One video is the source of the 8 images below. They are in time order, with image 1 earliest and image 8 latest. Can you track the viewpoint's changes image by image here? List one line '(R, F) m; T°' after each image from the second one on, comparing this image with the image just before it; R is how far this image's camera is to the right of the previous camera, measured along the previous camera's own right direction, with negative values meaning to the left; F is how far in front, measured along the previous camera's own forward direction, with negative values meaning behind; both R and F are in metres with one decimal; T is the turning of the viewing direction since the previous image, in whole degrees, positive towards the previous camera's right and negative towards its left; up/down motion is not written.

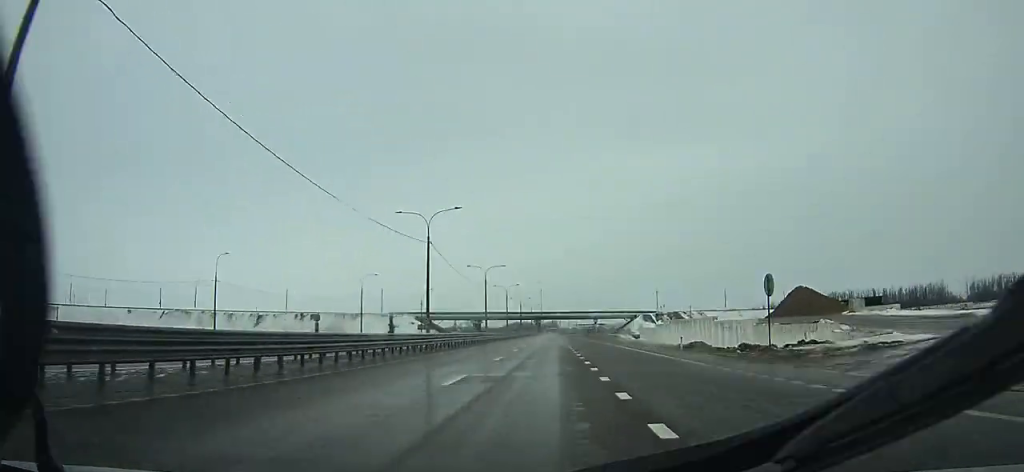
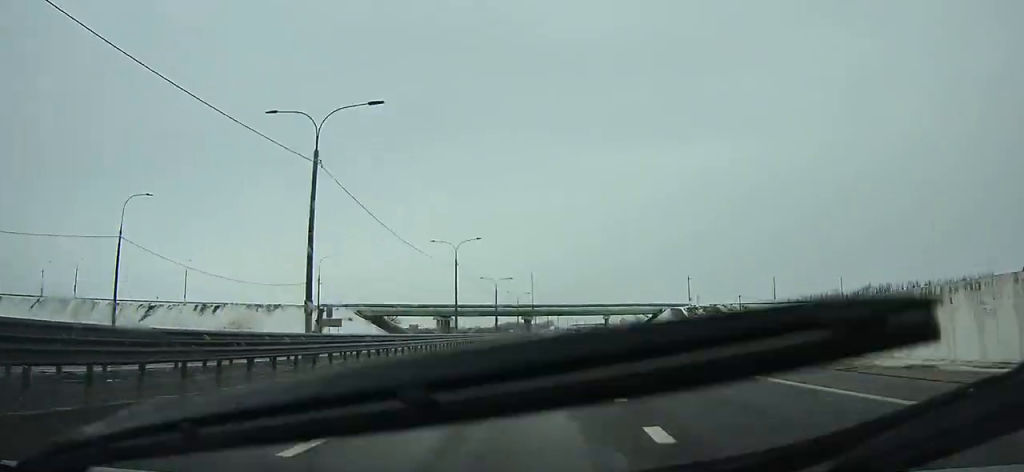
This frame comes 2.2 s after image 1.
(-0.1, +55.5) m; 0°
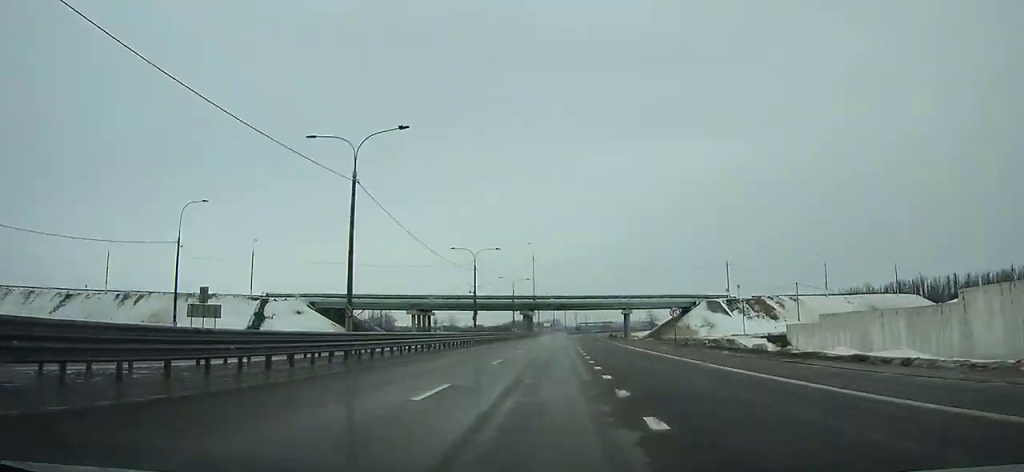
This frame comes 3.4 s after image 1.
(-0.1, +30.1) m; 0°
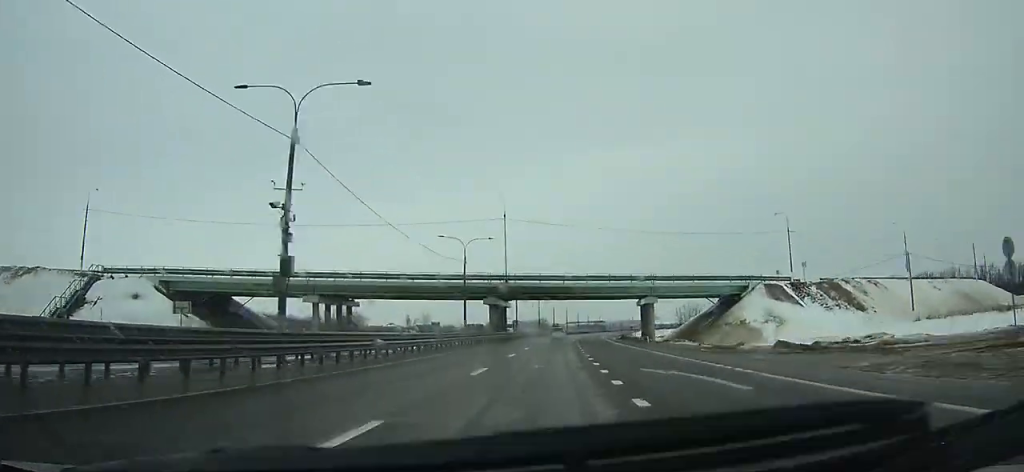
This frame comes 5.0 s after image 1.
(-0.1, +40.1) m; +1°
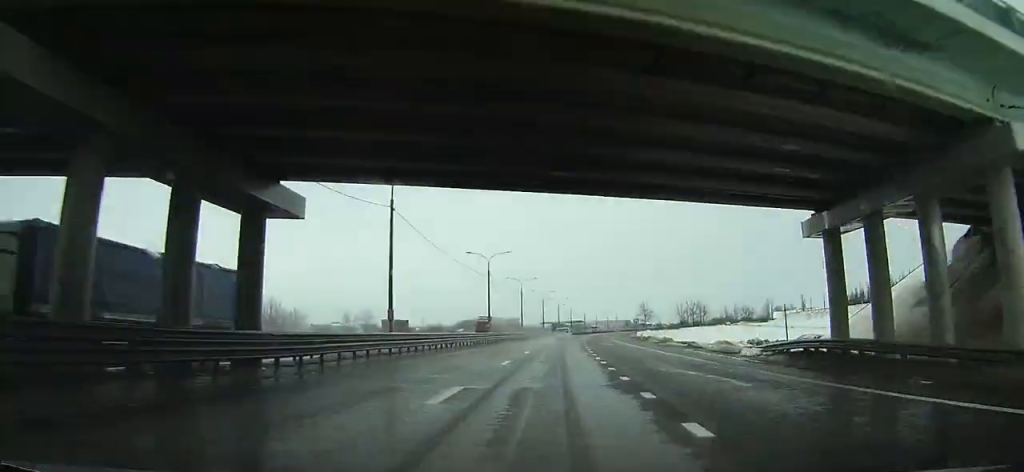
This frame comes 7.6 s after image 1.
(+1.0, +64.6) m; +3°
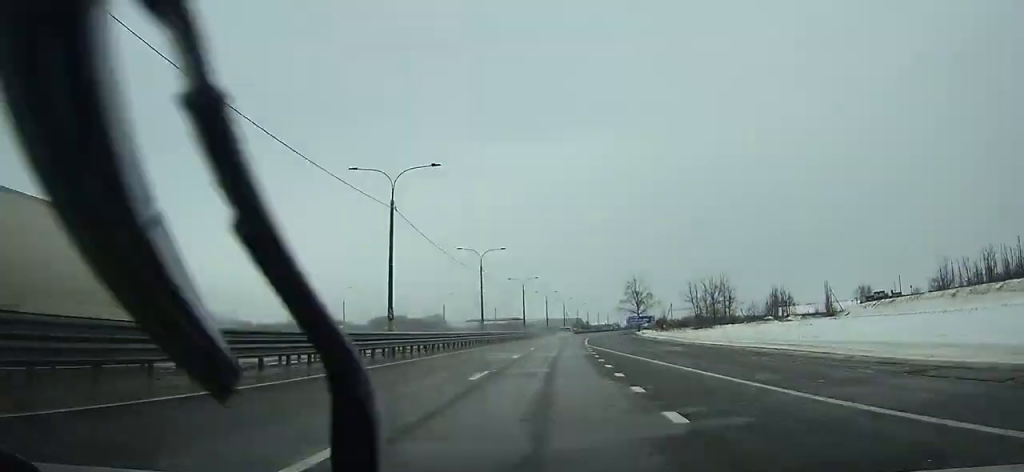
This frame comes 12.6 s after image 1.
(+7.3, +121.3) m; +6°
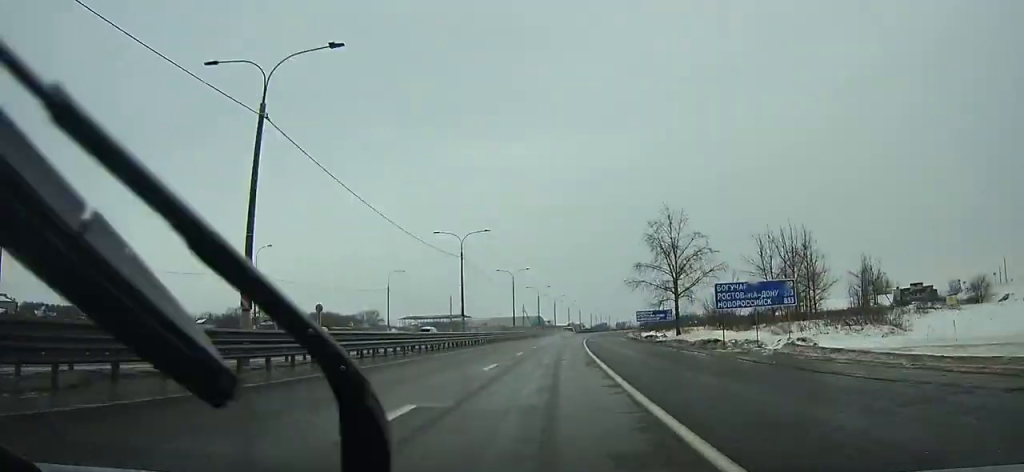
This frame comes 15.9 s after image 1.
(+2.7, +78.4) m; +4°
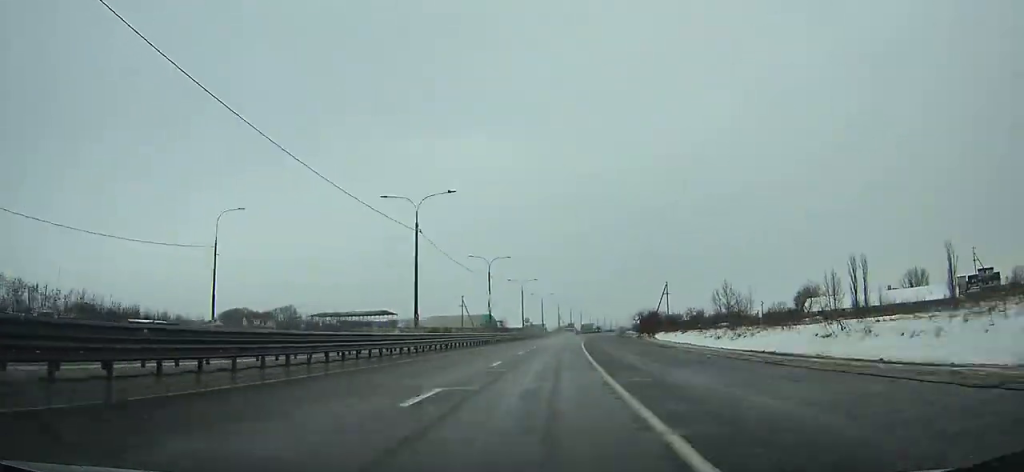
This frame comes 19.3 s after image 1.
(+2.4, +80.2) m; +4°
